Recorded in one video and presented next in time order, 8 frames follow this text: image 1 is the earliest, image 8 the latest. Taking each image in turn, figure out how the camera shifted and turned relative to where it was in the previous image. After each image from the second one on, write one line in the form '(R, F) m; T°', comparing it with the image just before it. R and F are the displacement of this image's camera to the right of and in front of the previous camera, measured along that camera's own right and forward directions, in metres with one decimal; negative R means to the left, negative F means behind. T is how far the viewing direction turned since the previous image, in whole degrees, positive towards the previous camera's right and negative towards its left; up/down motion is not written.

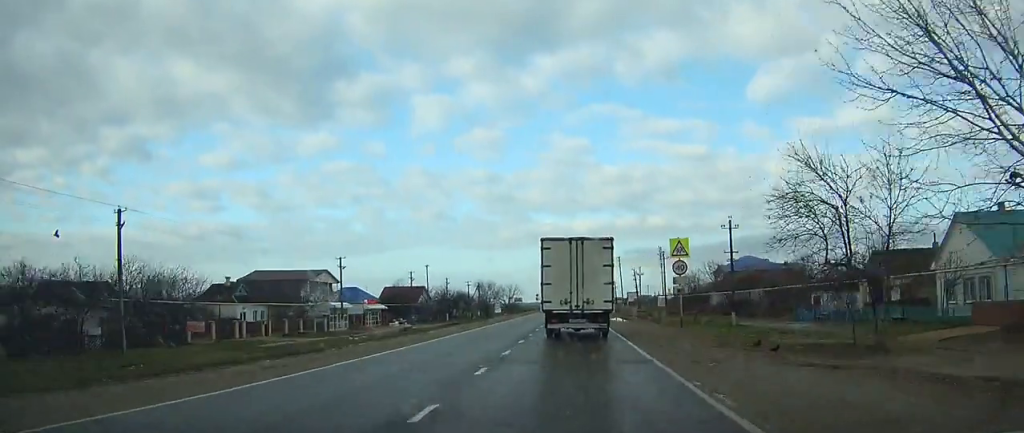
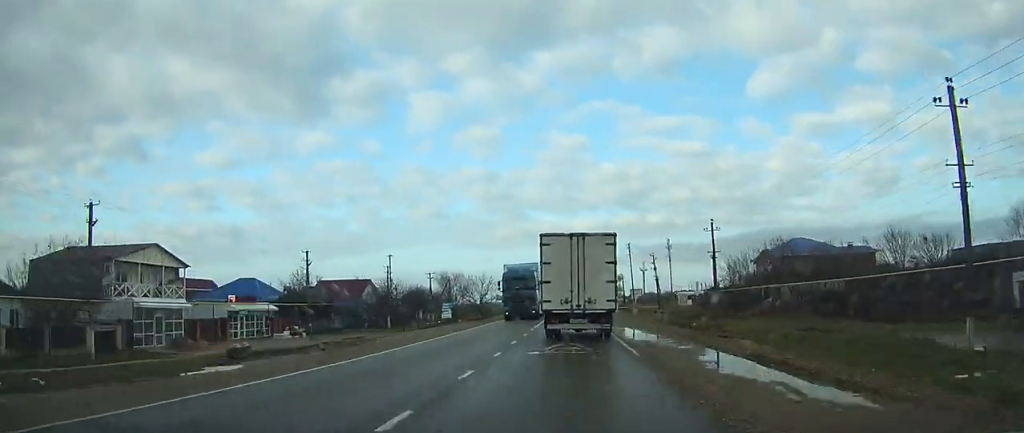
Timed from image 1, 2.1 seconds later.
(0.0, +31.7) m; 0°
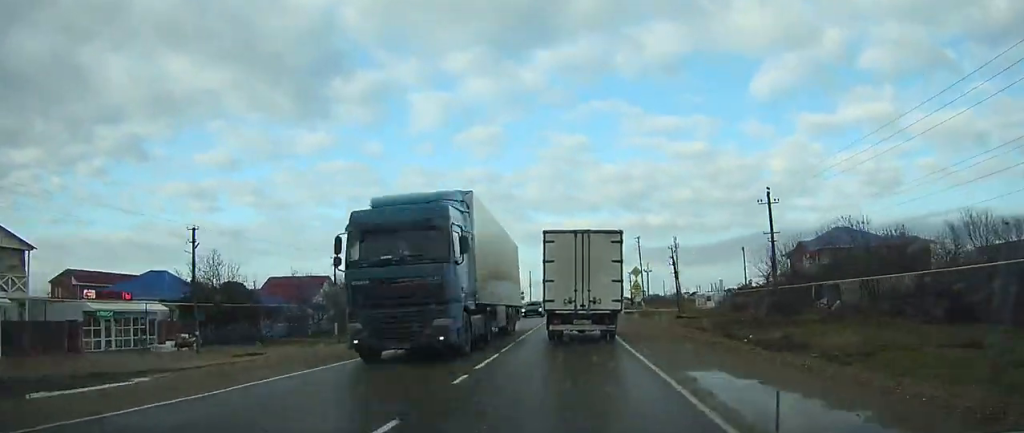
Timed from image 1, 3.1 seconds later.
(-0.1, +16.1) m; 0°
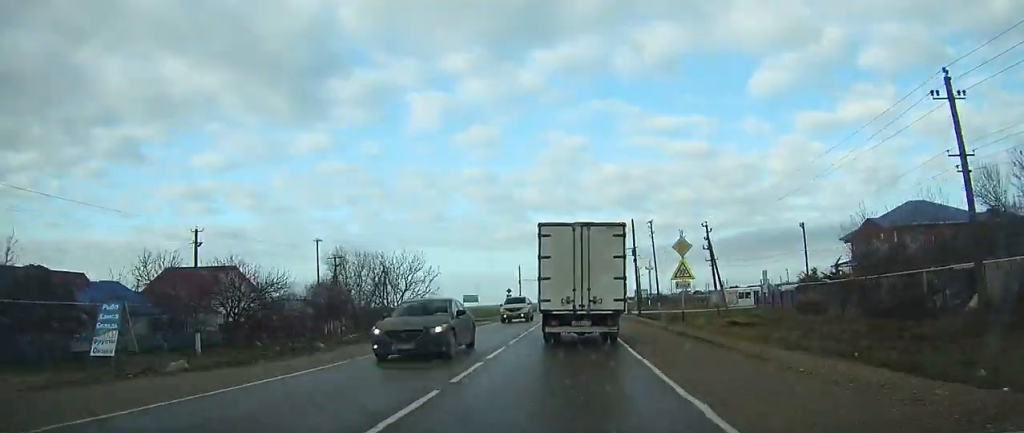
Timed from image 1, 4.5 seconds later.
(+0.1, +20.3) m; 0°
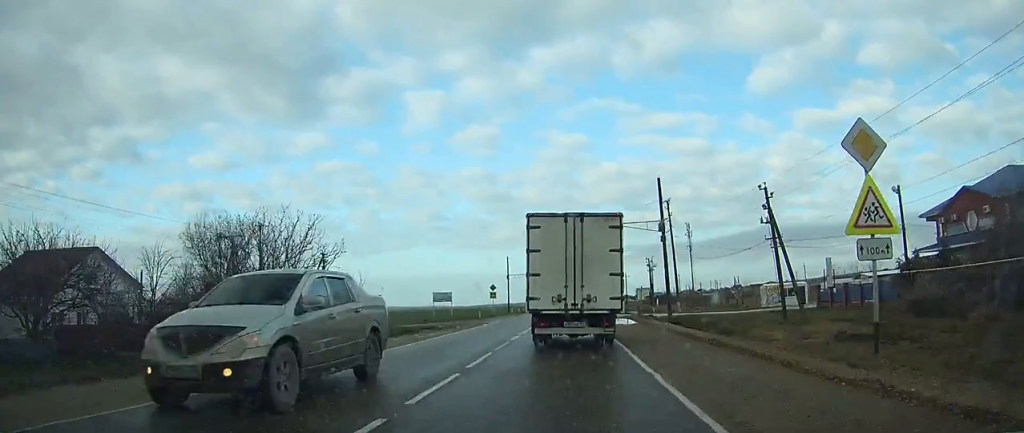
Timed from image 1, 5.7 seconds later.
(+0.1, +16.9) m; 0°
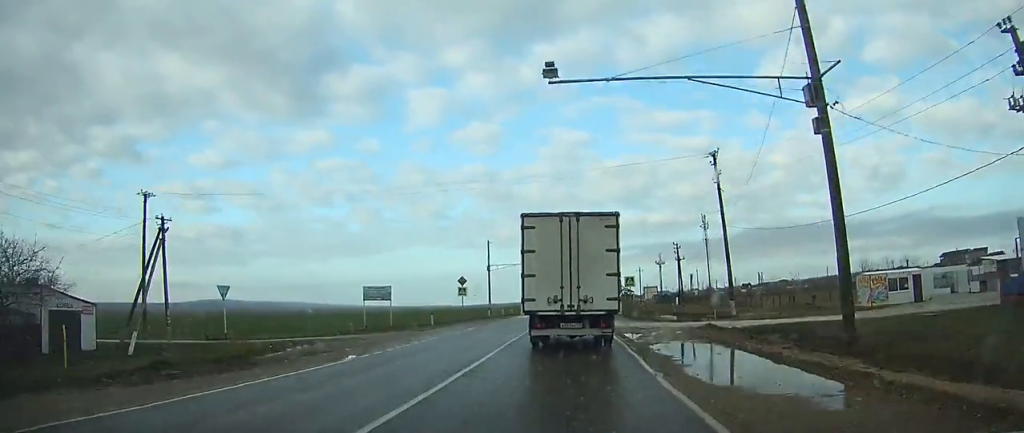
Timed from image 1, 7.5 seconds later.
(+0.1, +23.6) m; 0°
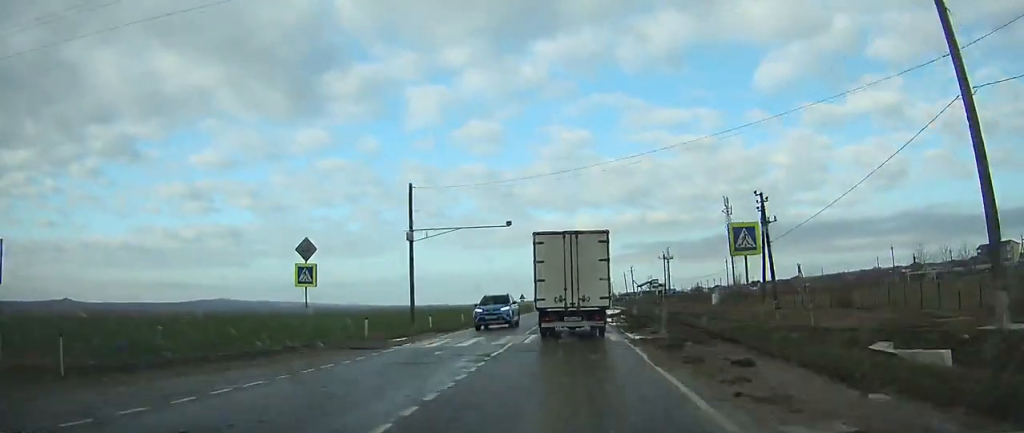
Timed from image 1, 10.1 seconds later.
(0.0, +34.7) m; 0°
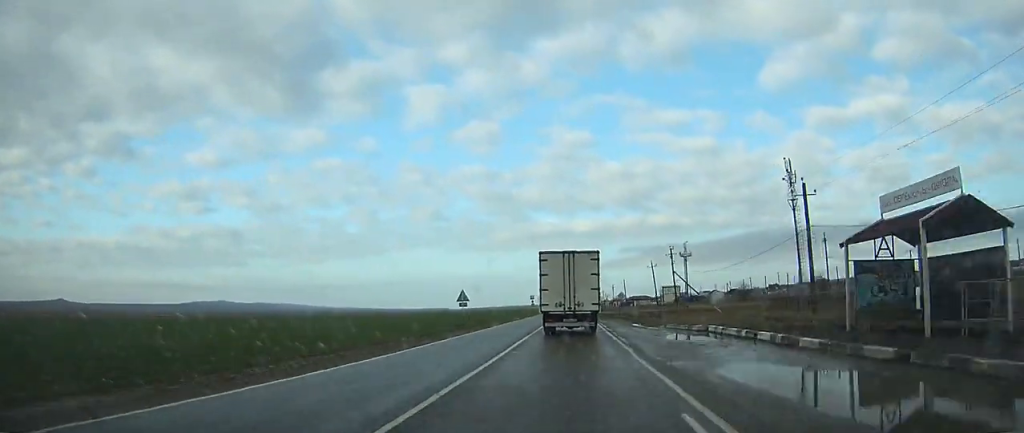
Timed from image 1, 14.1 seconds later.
(-0.3, +56.9) m; 0°
